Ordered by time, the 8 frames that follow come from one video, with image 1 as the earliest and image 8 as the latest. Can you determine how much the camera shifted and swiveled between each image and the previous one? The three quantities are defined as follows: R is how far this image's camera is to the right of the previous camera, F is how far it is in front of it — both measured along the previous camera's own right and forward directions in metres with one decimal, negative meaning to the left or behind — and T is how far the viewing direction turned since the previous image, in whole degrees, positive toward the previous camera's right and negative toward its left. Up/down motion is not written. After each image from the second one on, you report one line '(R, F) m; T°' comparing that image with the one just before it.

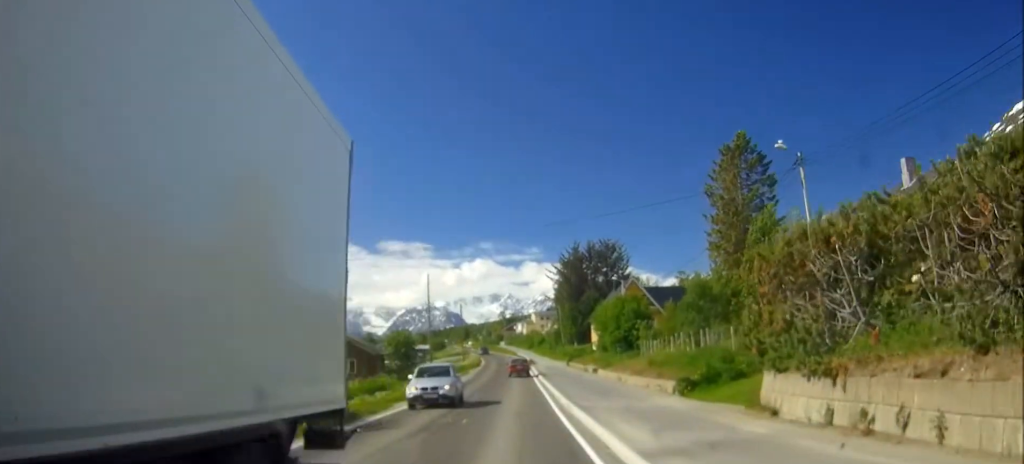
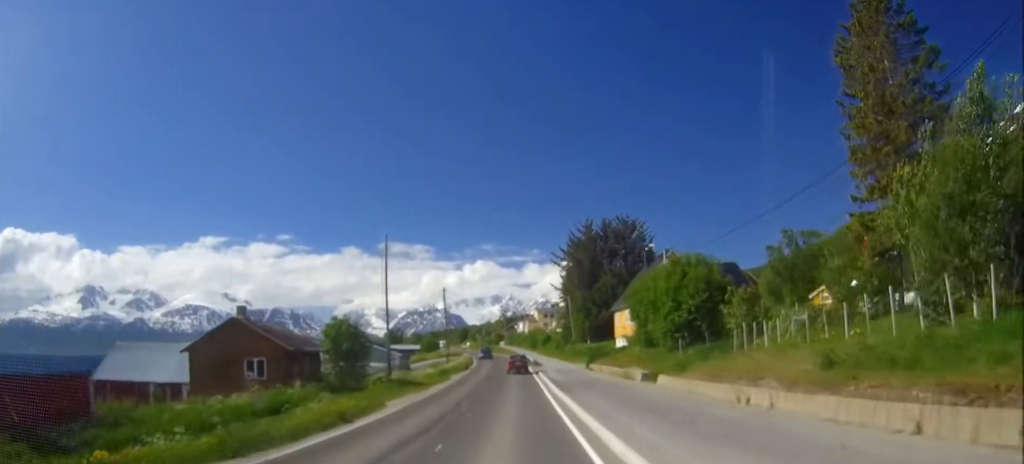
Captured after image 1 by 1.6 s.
(0.0, +22.0) m; 0°
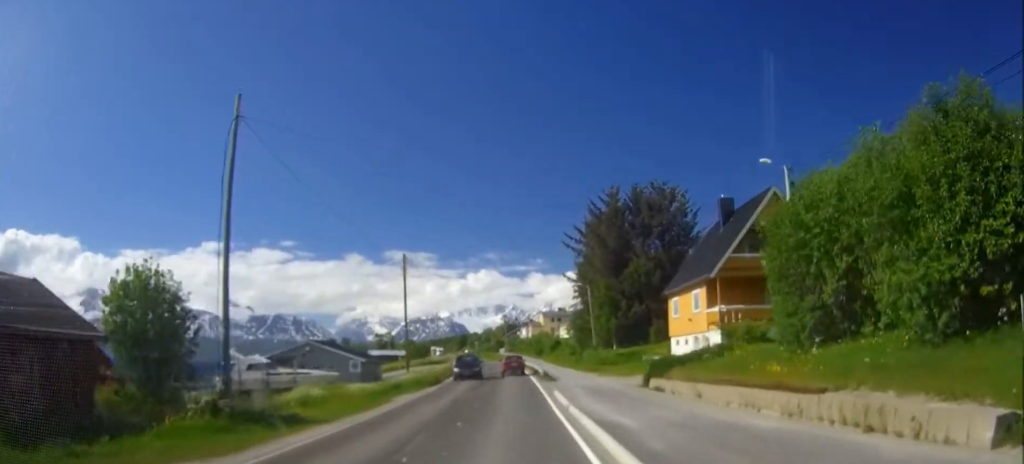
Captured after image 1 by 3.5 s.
(0.0, +25.8) m; 0°
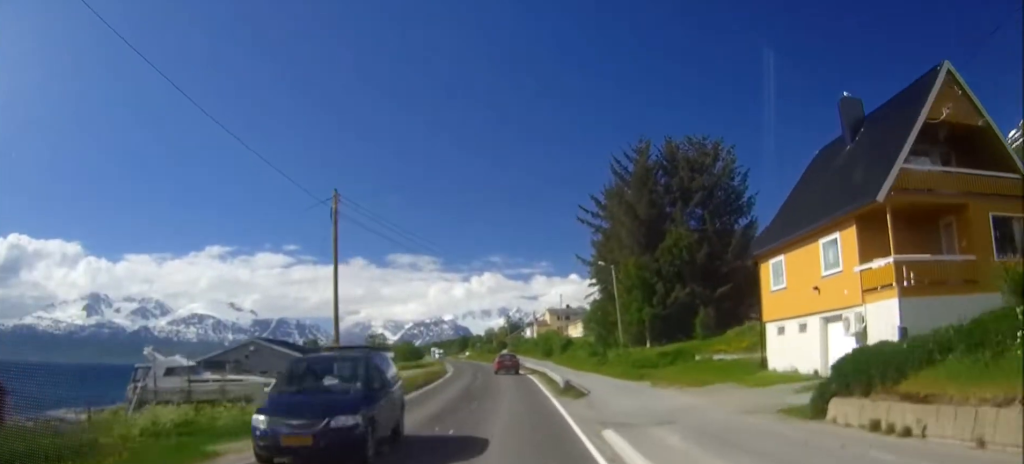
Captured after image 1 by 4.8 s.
(-0.1, +18.0) m; 0°
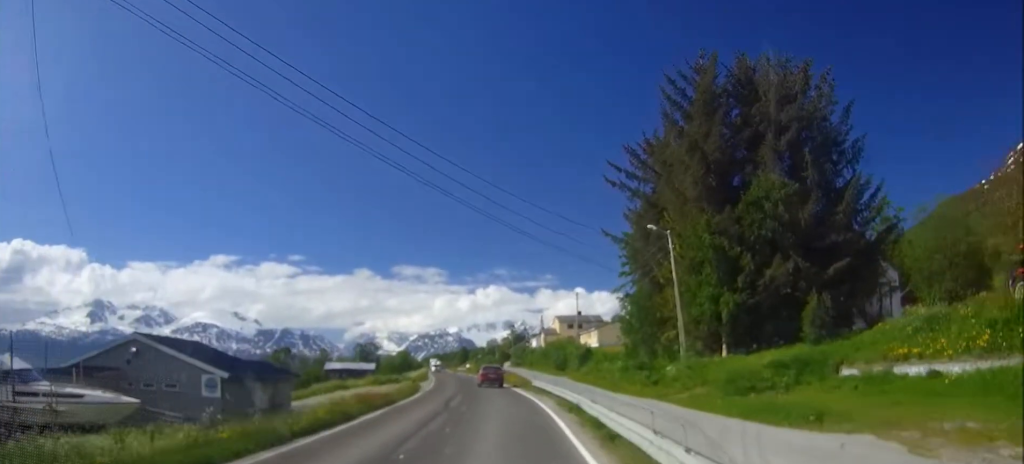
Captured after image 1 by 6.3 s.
(-0.1, +21.1) m; -1°
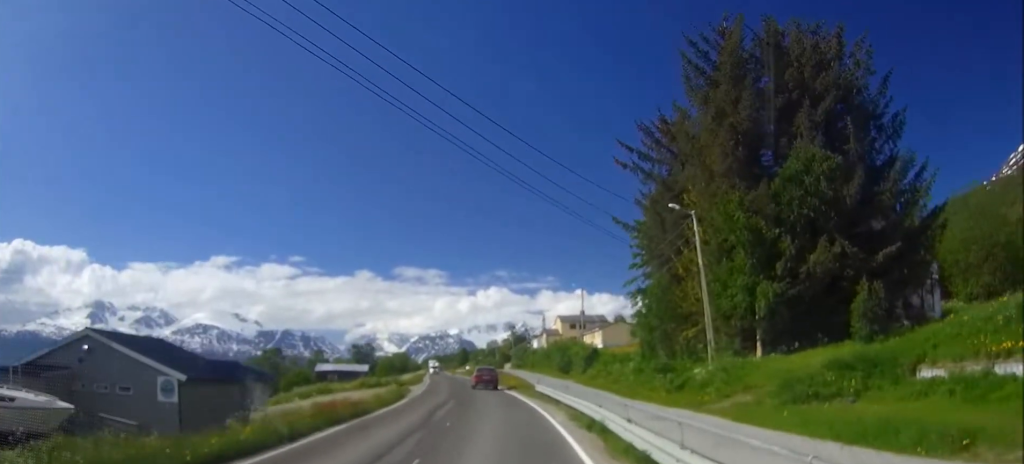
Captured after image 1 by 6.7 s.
(0.0, +5.5) m; 0°
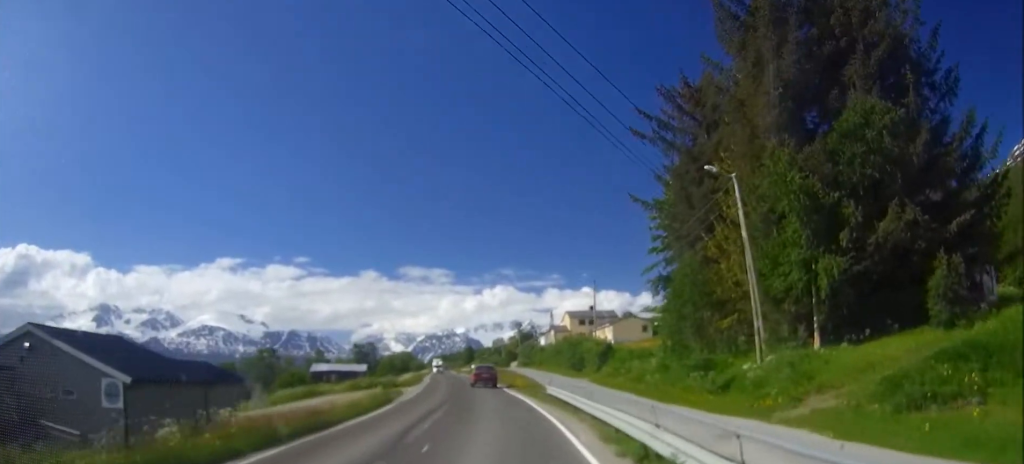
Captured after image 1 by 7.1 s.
(0.0, +5.9) m; 0°
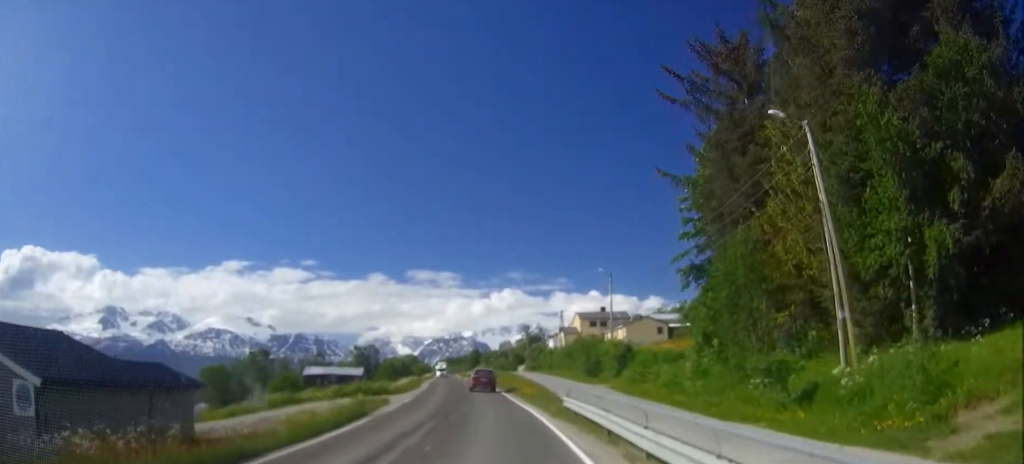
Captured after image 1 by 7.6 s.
(0.0, +6.9) m; 0°
